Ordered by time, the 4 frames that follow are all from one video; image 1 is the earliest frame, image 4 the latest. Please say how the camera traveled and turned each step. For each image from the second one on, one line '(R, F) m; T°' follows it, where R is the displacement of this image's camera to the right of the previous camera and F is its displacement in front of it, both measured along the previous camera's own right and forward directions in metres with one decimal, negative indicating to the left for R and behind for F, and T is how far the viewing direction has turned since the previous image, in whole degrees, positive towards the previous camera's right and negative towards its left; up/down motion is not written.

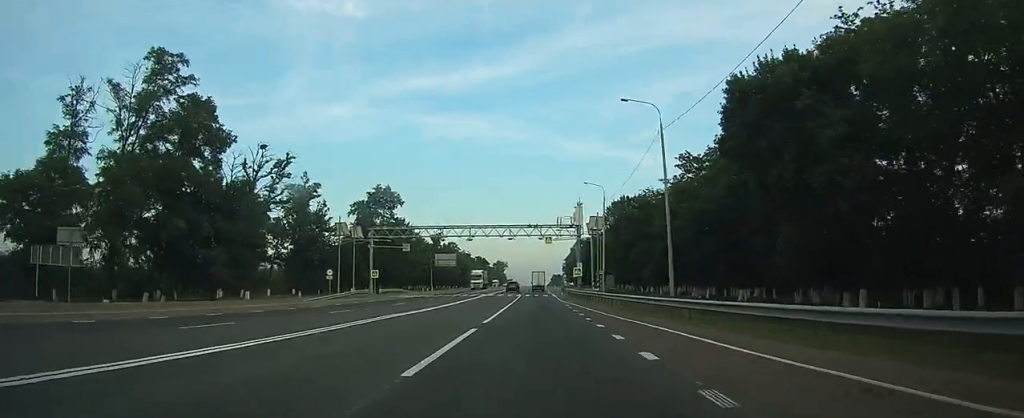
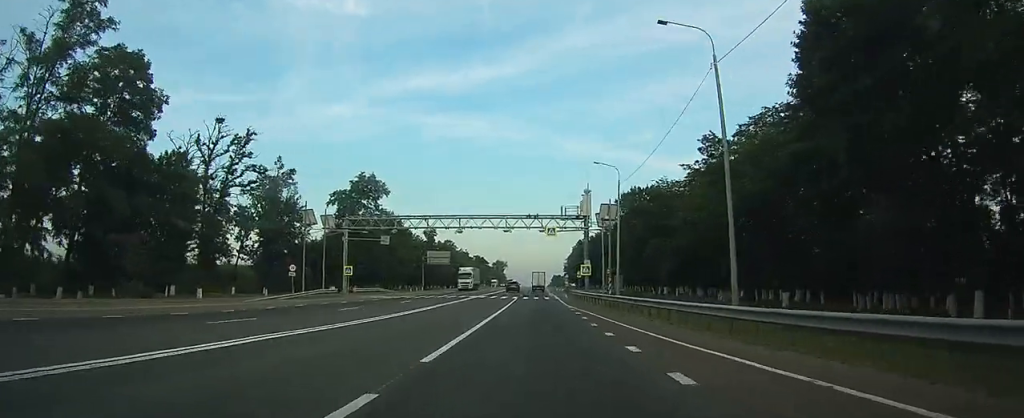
(+0.1, +10.4) m; 0°
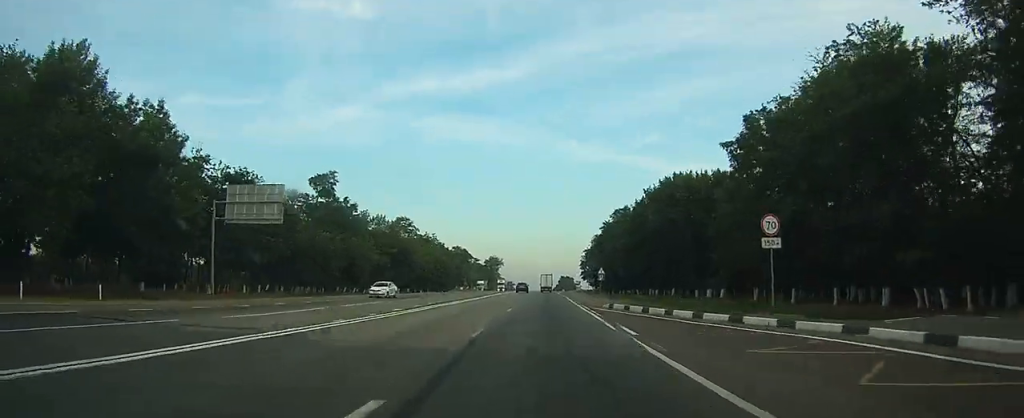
(-1.3, +84.6) m; -2°
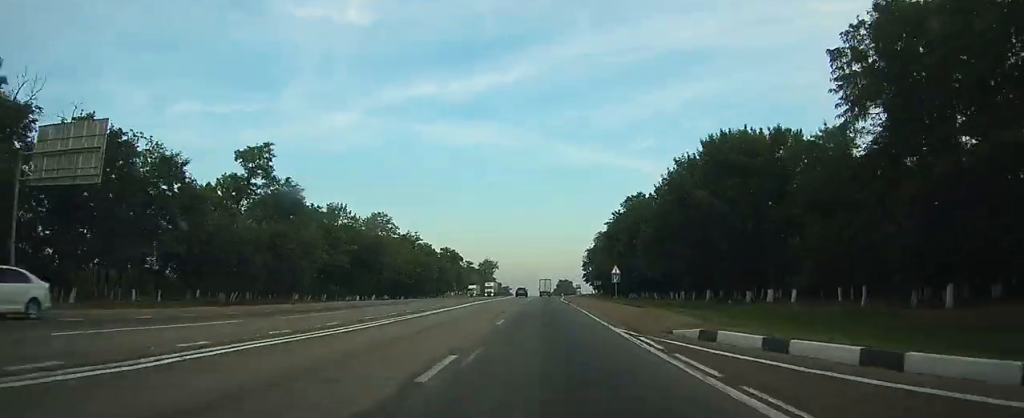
(0.0, +19.3) m; 0°
